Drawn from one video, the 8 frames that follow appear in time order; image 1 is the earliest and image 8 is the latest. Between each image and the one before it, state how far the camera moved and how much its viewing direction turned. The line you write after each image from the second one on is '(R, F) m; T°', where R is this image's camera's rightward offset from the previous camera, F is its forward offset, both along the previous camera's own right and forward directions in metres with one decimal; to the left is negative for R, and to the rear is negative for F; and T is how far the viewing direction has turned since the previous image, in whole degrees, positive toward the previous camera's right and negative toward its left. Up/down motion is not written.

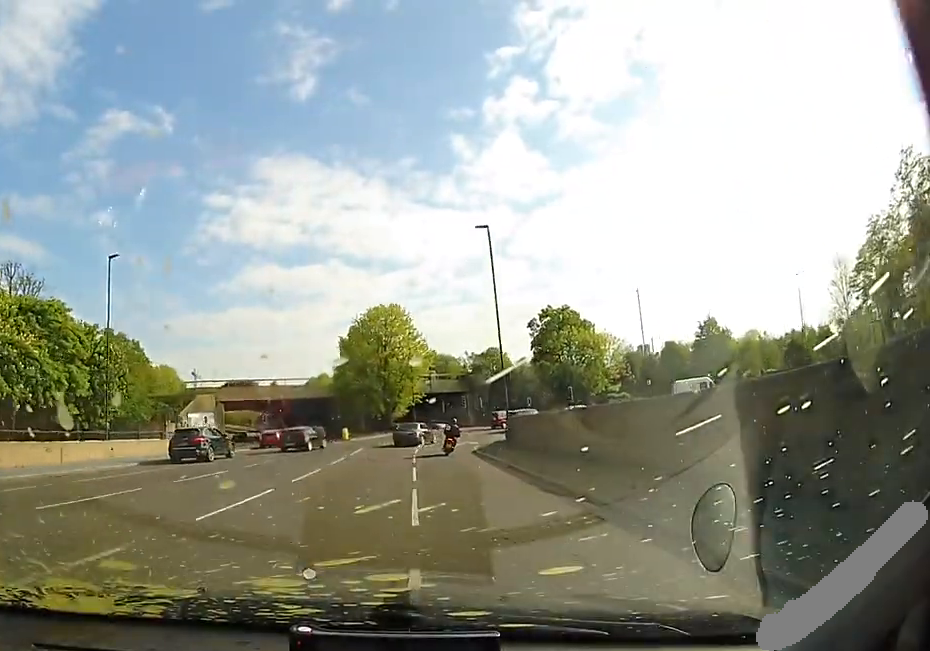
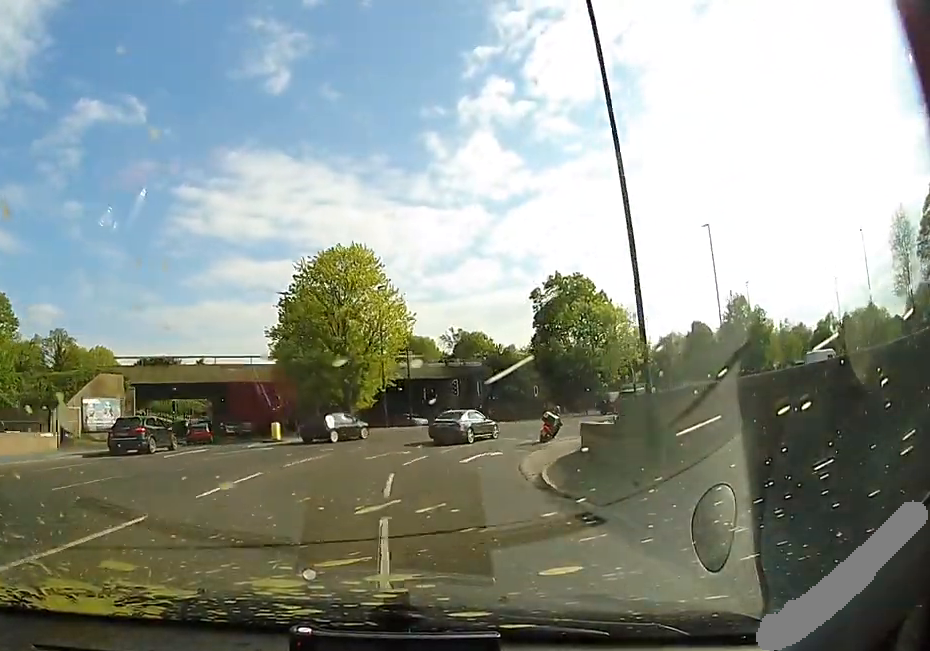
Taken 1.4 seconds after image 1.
(0.0, +5.5) m; +1°
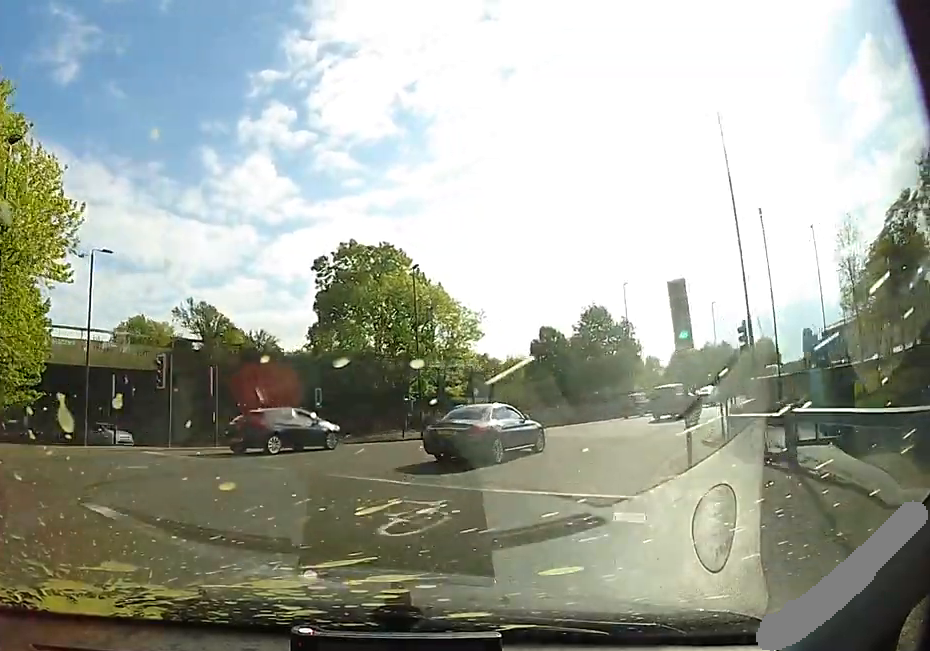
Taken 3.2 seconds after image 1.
(+0.1, +11.2) m; +18°
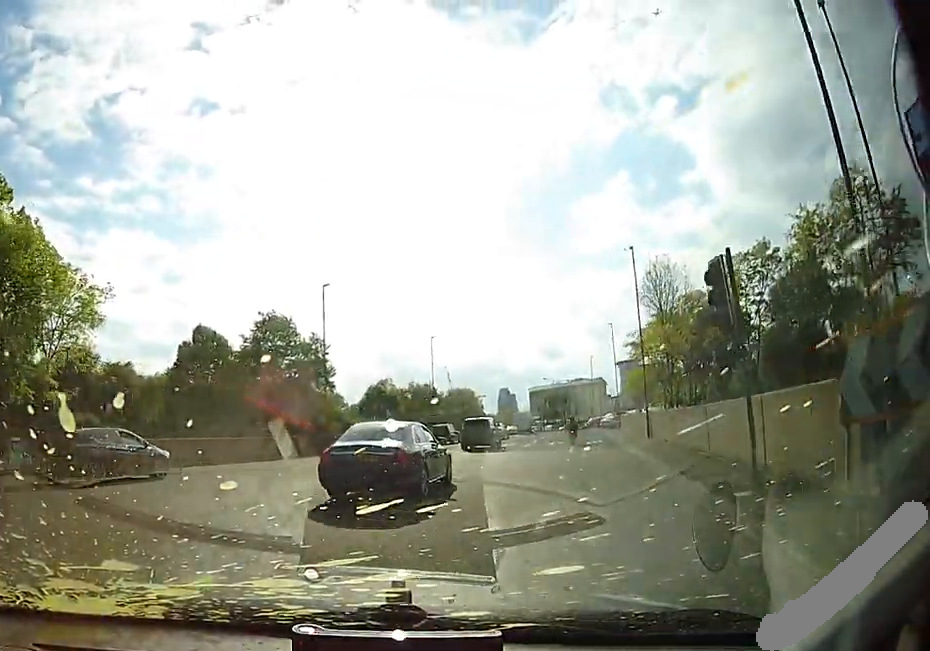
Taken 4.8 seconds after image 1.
(+4.0, +7.4) m; +44°
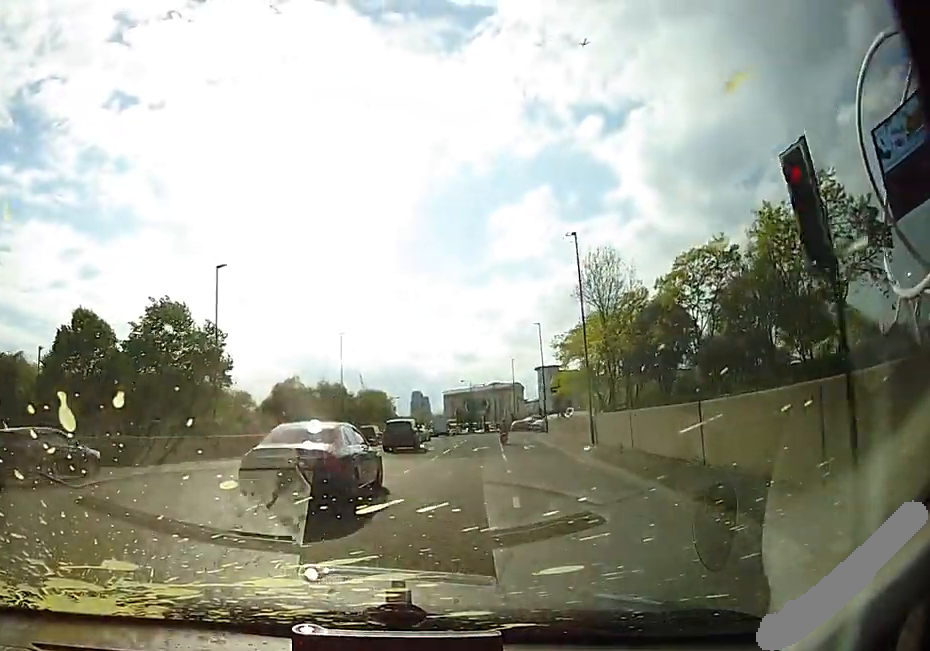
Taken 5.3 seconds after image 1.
(+0.2, +2.6) m; +3°
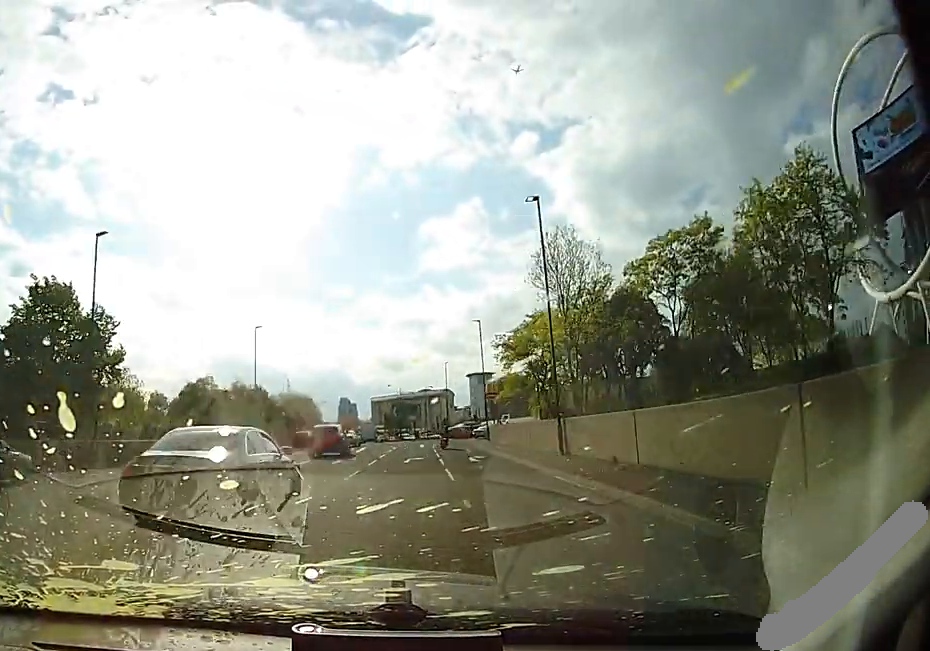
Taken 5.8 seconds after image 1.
(+0.1, +3.0) m; +2°
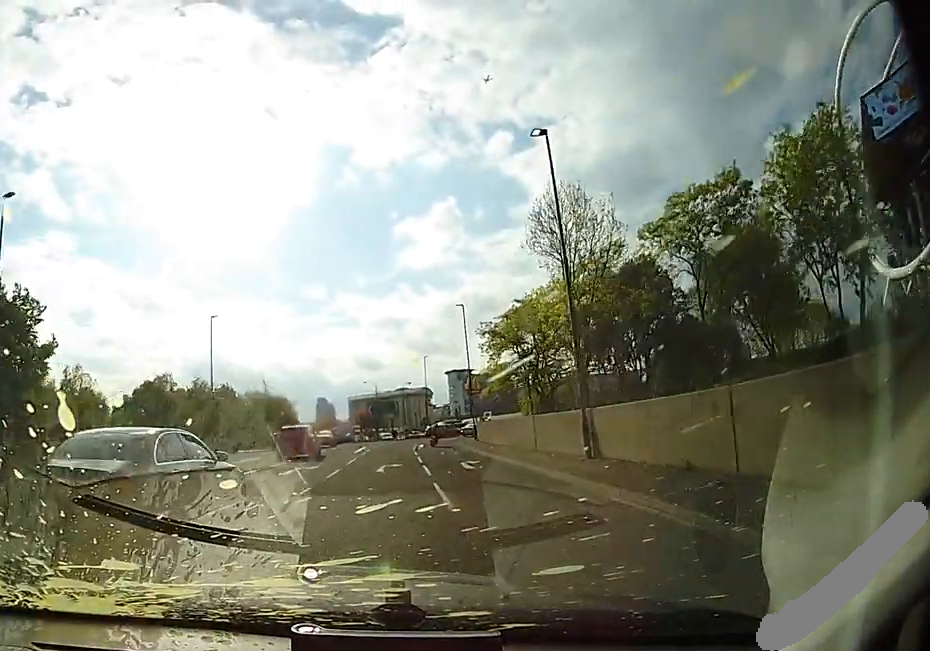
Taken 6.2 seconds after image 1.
(0.0, +2.4) m; 0°
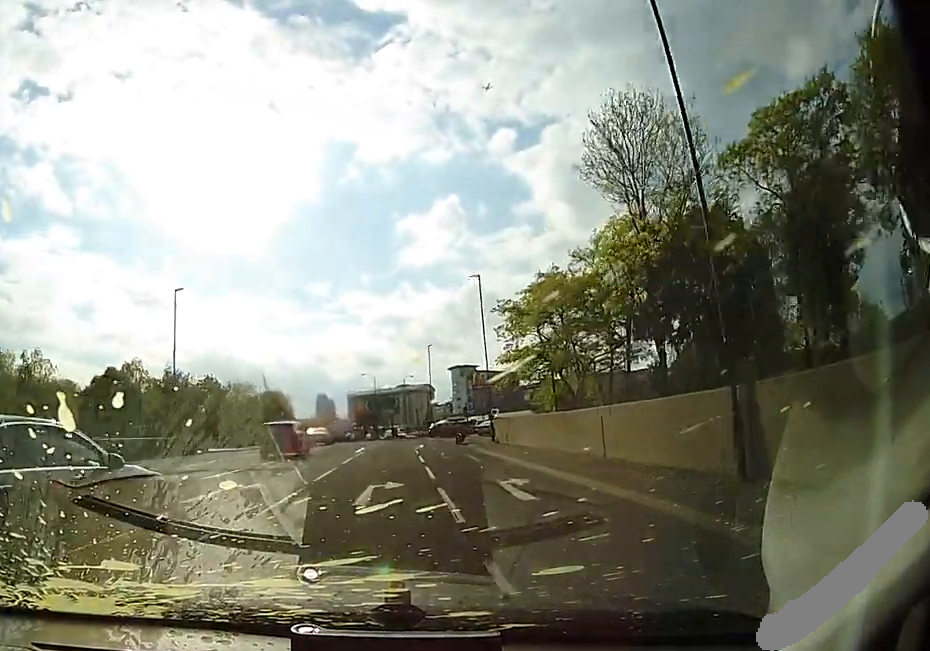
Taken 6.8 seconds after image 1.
(0.0, +3.0) m; 0°
